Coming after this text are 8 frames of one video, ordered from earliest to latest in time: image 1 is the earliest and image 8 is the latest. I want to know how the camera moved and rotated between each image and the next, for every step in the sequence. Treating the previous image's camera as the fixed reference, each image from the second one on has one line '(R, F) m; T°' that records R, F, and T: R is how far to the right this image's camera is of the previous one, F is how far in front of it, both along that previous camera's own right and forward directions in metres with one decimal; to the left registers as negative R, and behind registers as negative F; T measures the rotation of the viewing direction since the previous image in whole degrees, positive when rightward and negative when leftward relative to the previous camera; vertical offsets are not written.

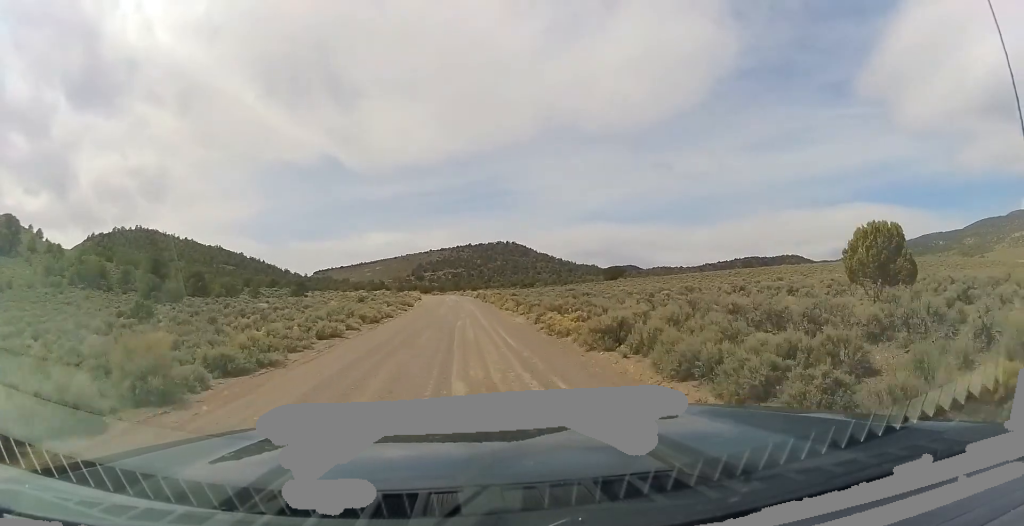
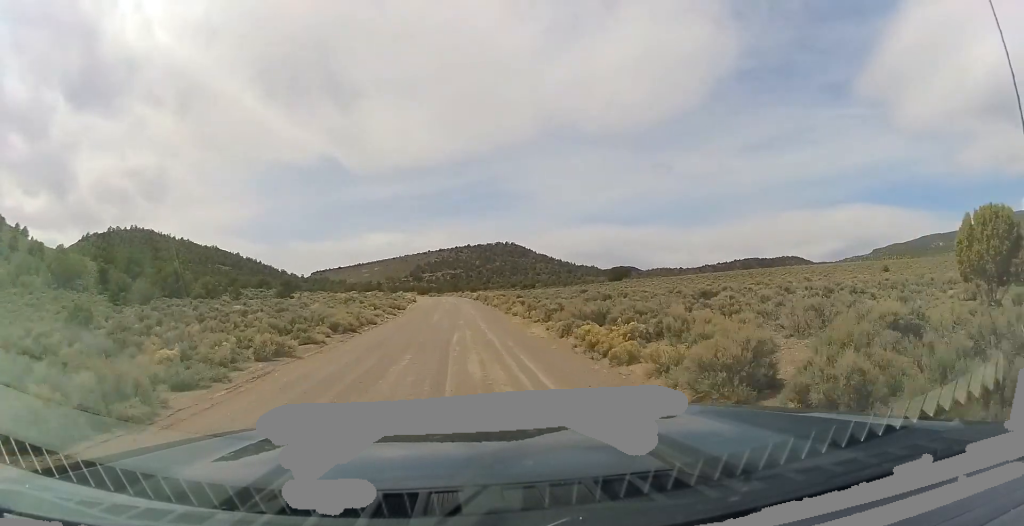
(-0.1, +7.0) m; +1°
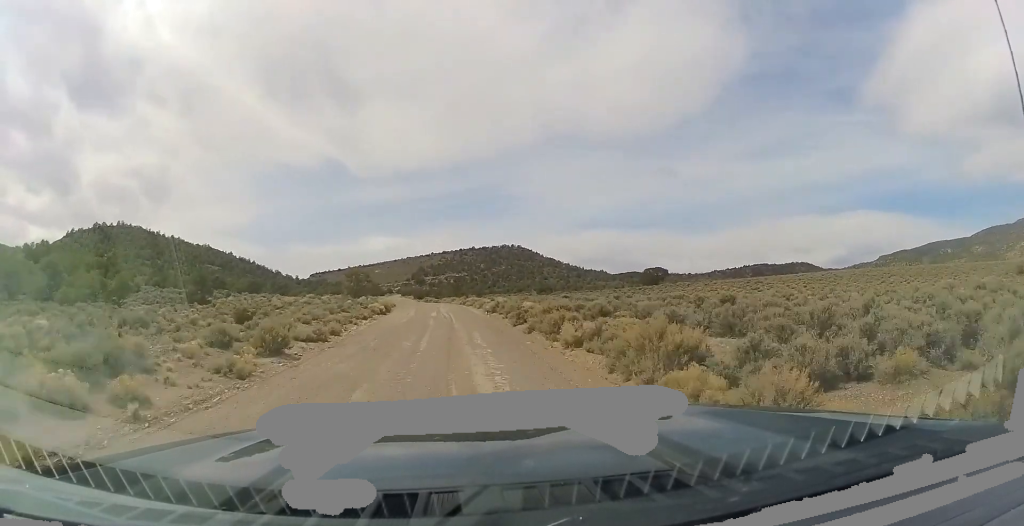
(+1.6, +31.3) m; +2°
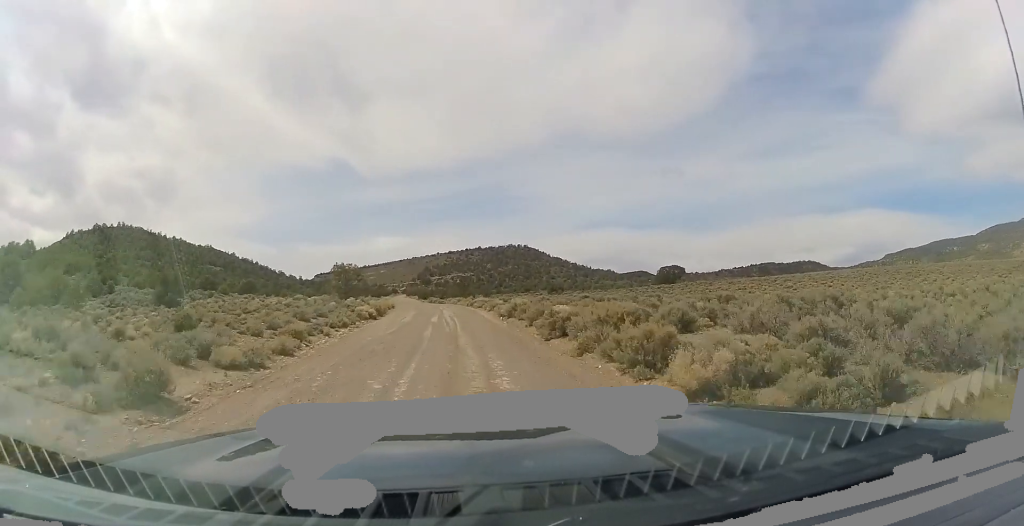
(-0.1, +7.9) m; -1°
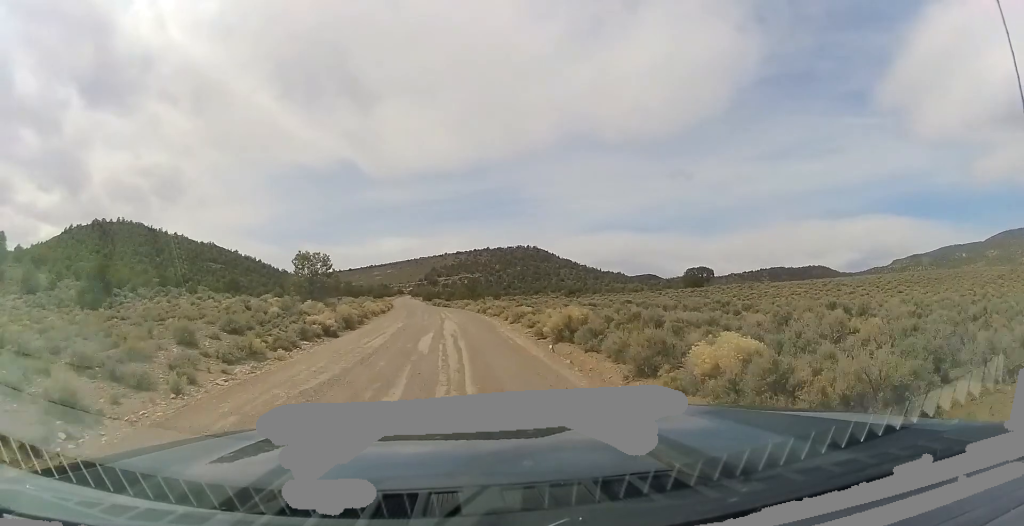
(0.0, +13.7) m; 0°
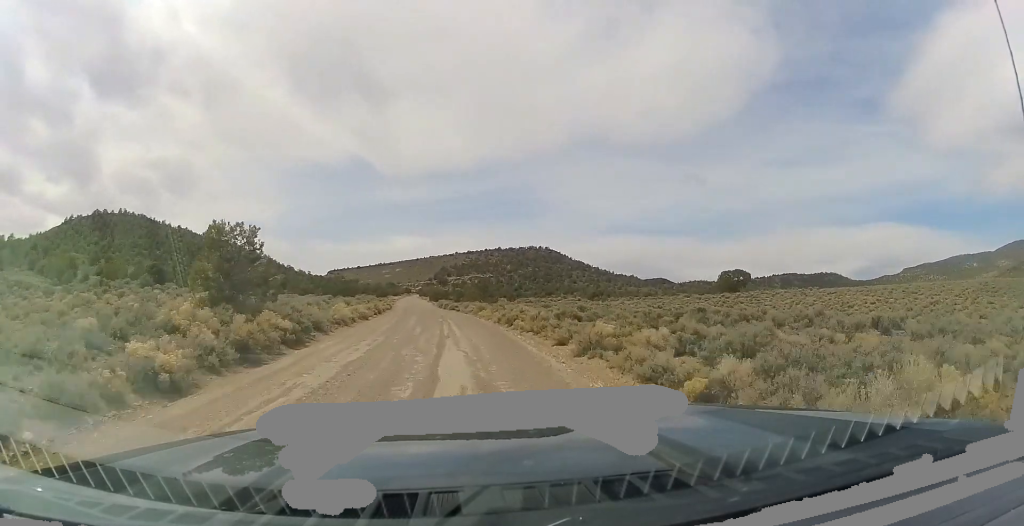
(-0.1, +14.4) m; -2°
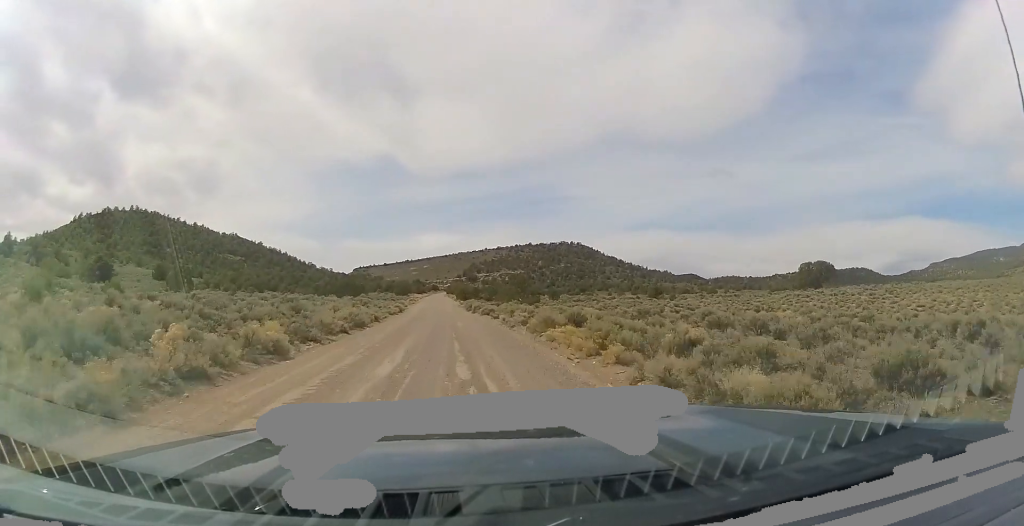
(0.0, +22.2) m; 0°
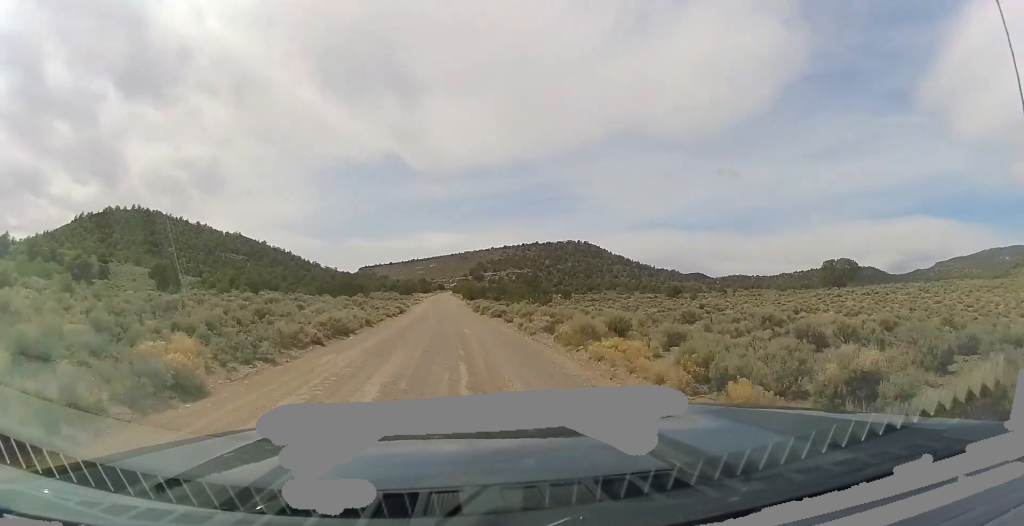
(0.0, +5.8) m; -1°
